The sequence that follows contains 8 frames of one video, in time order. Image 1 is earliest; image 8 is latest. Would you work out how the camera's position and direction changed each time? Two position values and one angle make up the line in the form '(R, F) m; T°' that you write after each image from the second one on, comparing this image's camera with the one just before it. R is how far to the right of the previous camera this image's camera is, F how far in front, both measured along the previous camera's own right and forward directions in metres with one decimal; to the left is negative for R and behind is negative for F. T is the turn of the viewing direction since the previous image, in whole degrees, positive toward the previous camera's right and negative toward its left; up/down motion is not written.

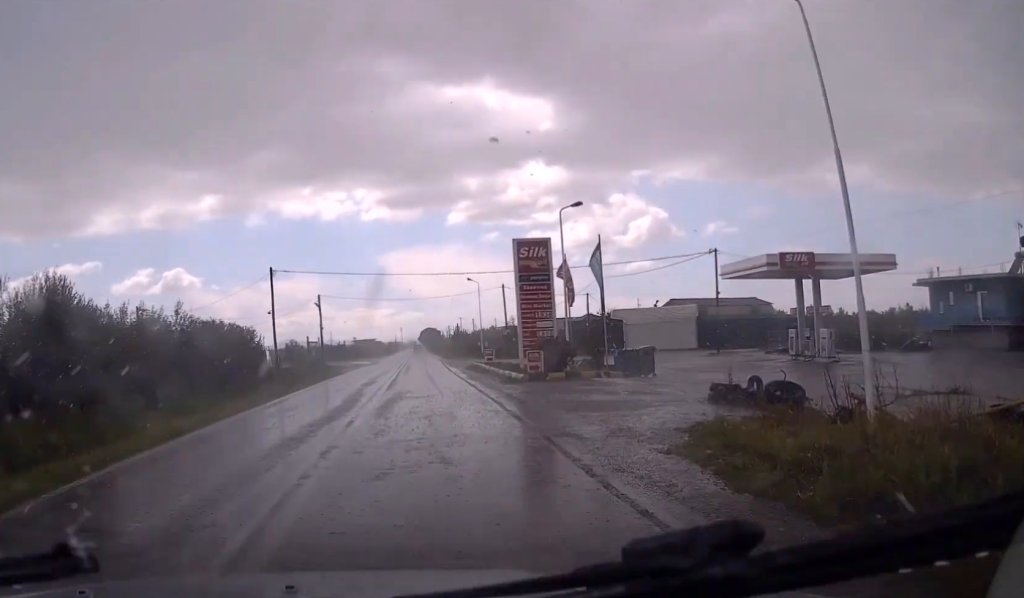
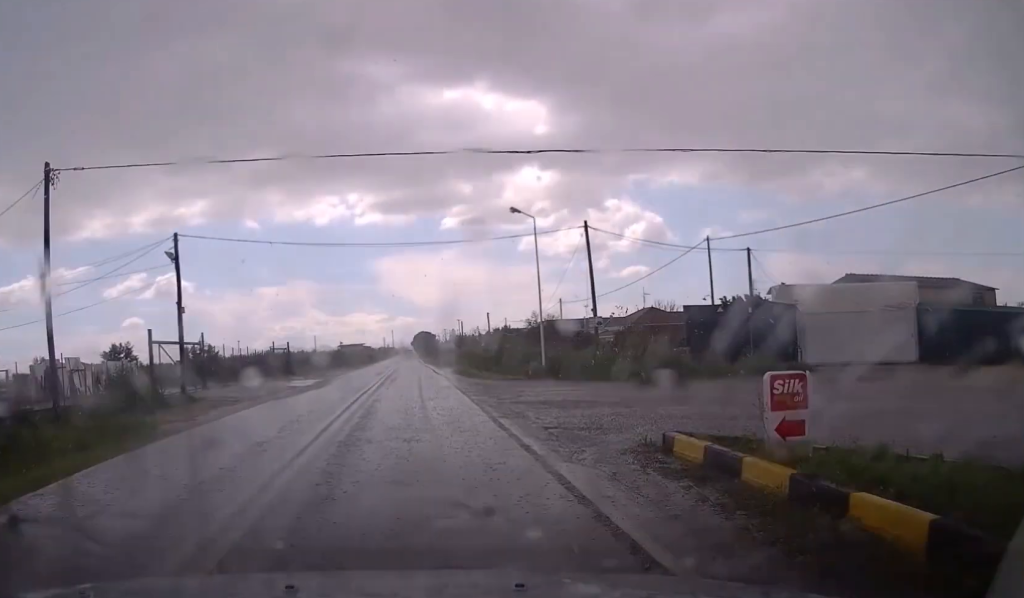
(+0.7, +36.6) m; 0°
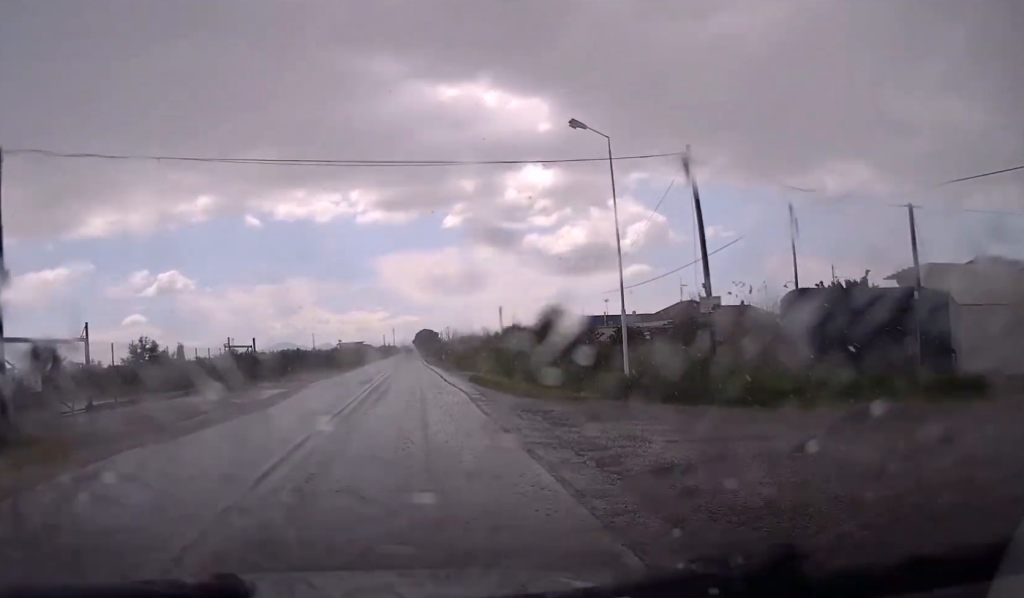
(-0.1, +12.7) m; 0°
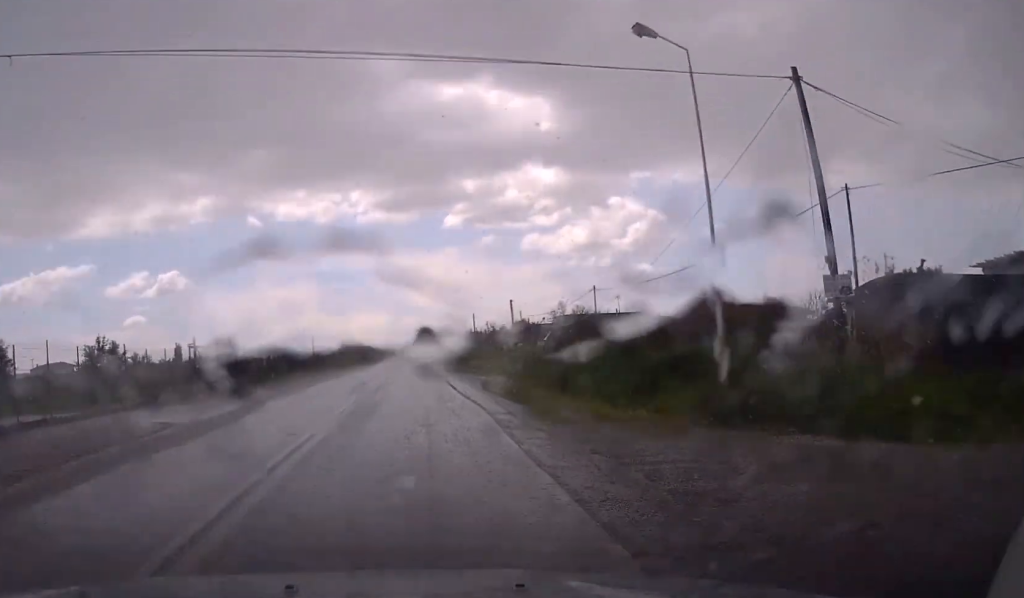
(0.0, +6.3) m; 0°
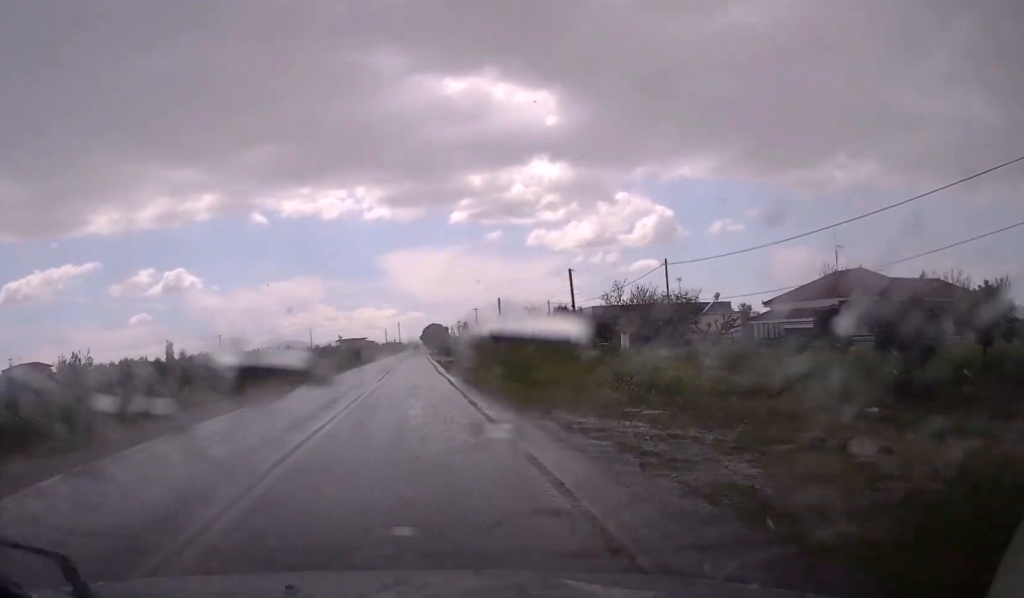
(+0.2, +24.2) m; 0°
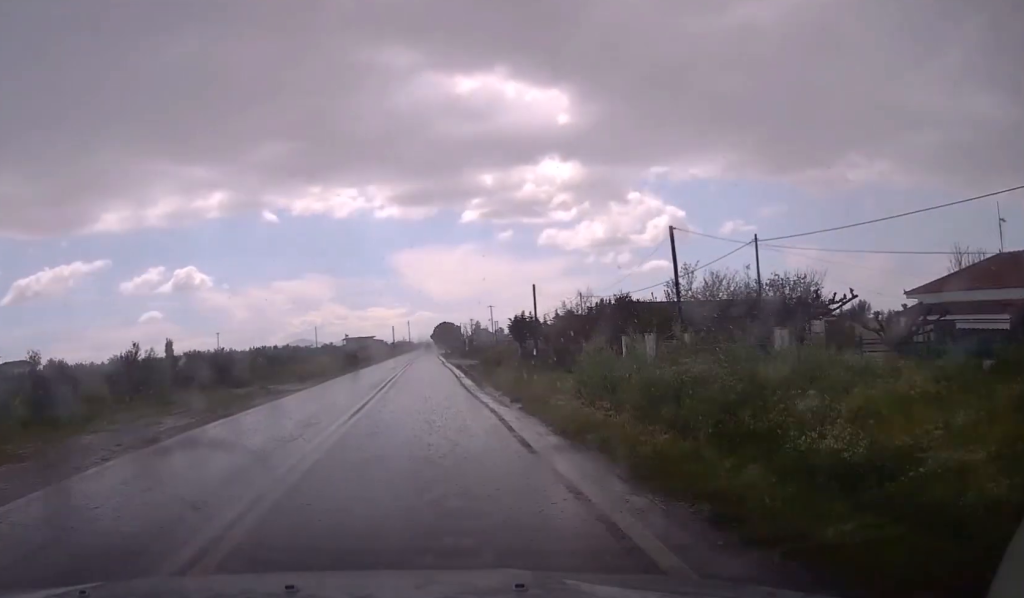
(-0.1, +16.4) m; -1°
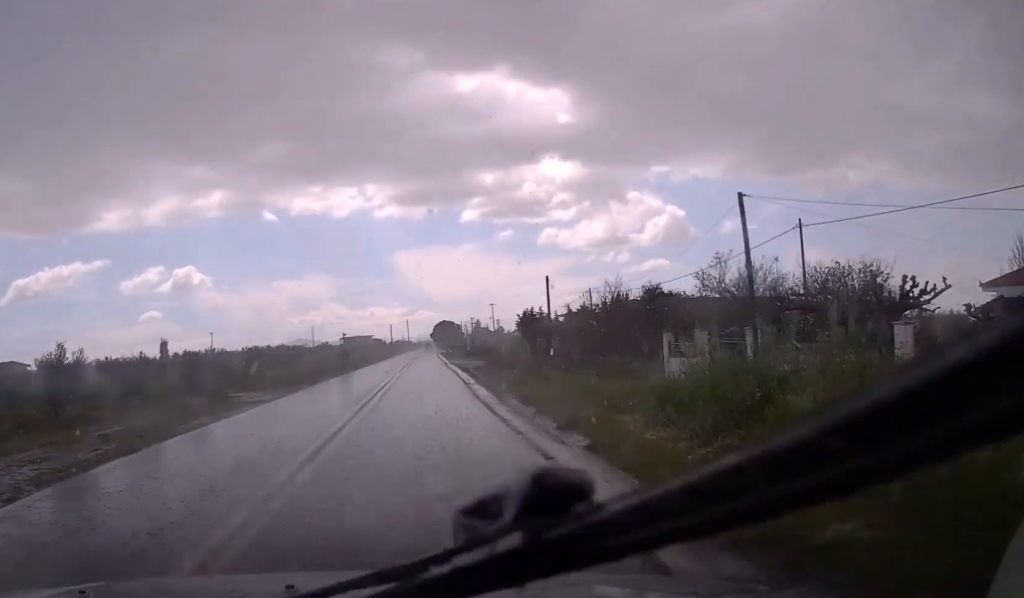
(+0.1, +6.5) m; 0°
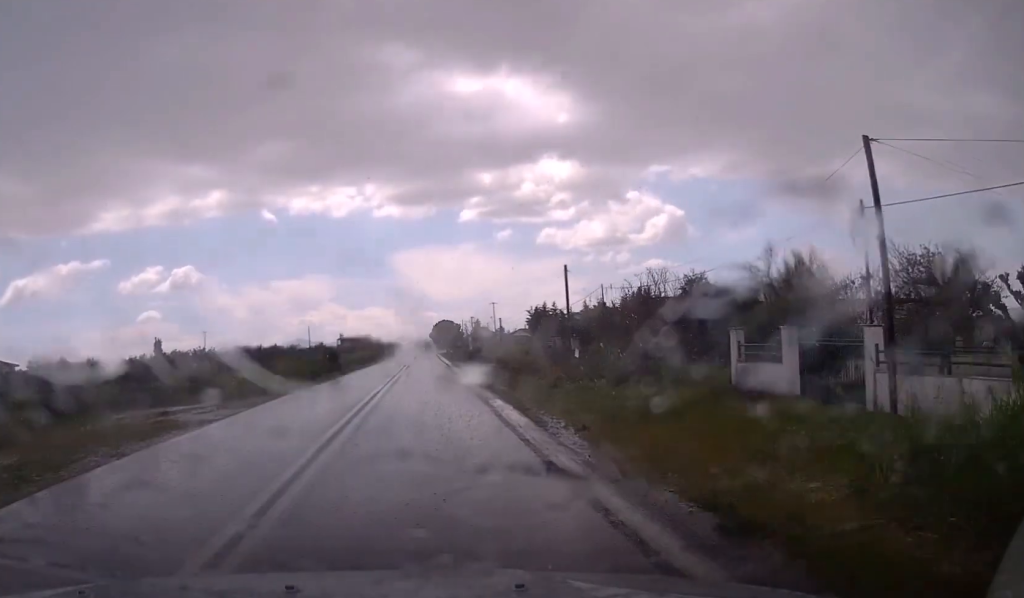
(-0.1, +6.9) m; 0°
